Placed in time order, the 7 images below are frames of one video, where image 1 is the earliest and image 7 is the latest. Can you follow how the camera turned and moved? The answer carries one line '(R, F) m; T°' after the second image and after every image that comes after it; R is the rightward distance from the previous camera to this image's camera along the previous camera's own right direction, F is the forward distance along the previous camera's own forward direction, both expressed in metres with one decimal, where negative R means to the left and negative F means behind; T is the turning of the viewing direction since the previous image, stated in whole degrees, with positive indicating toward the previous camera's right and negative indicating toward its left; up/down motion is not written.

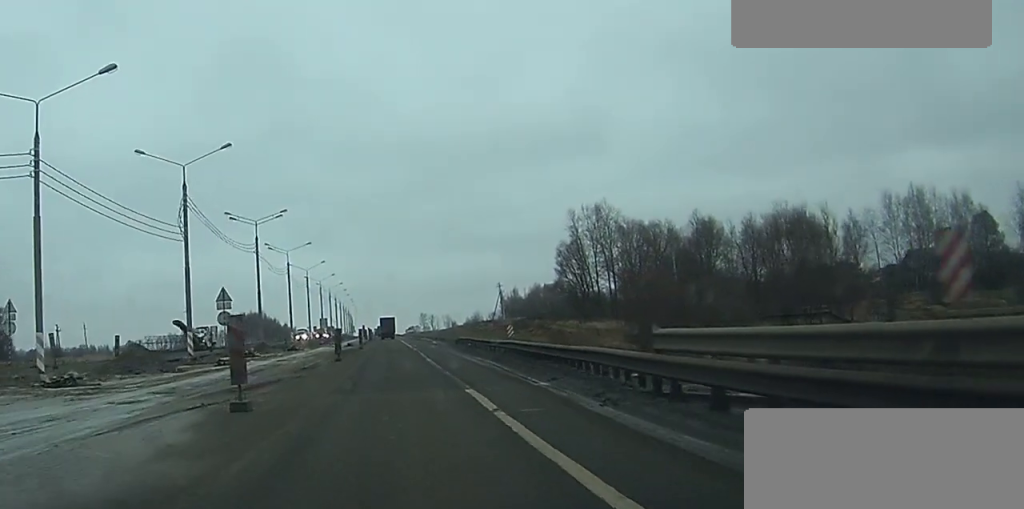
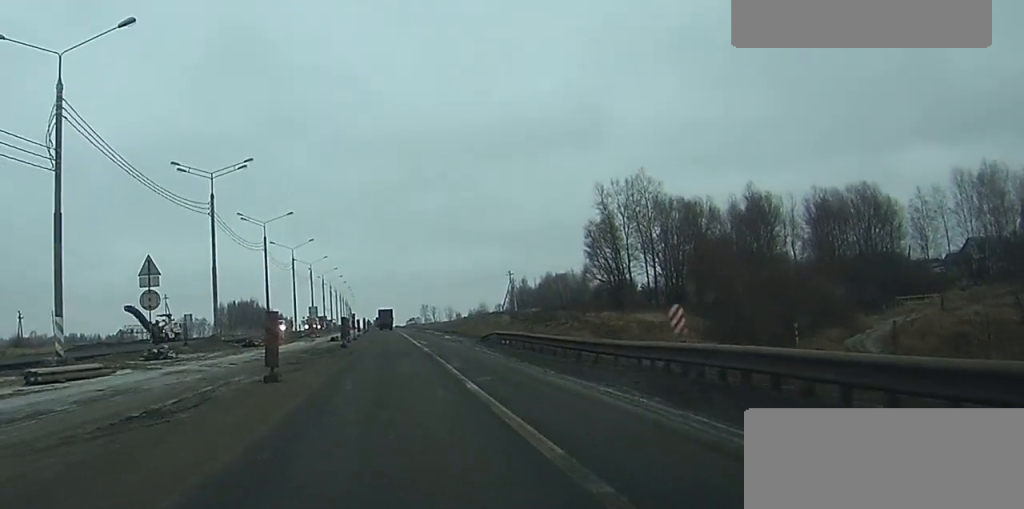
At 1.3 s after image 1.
(0.0, +21.3) m; 0°
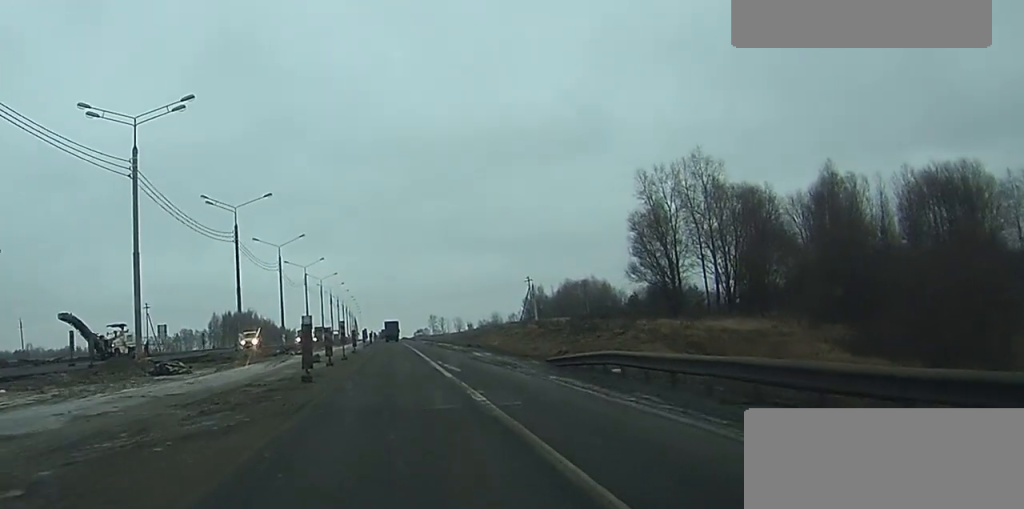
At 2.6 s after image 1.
(-0.1, +21.2) m; 0°
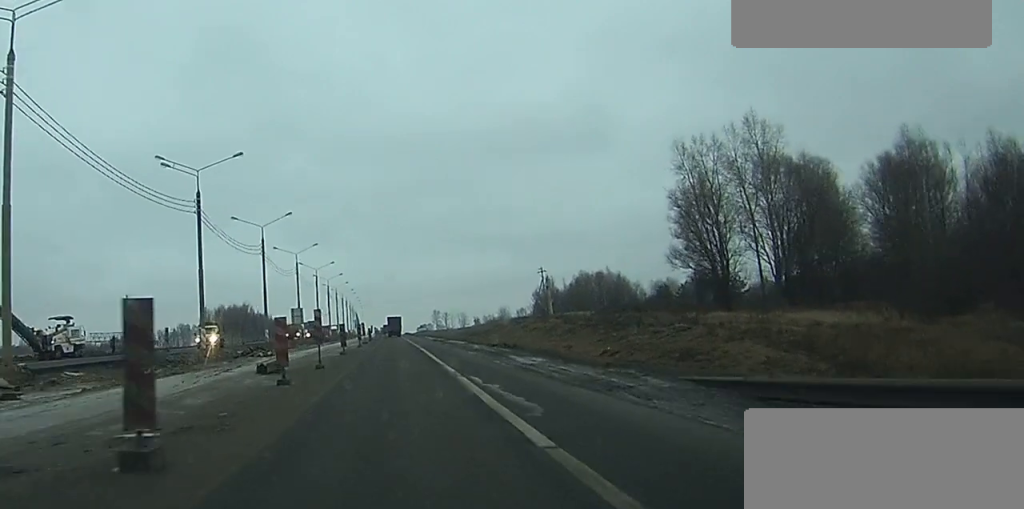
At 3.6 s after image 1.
(0.0, +15.5) m; 0°
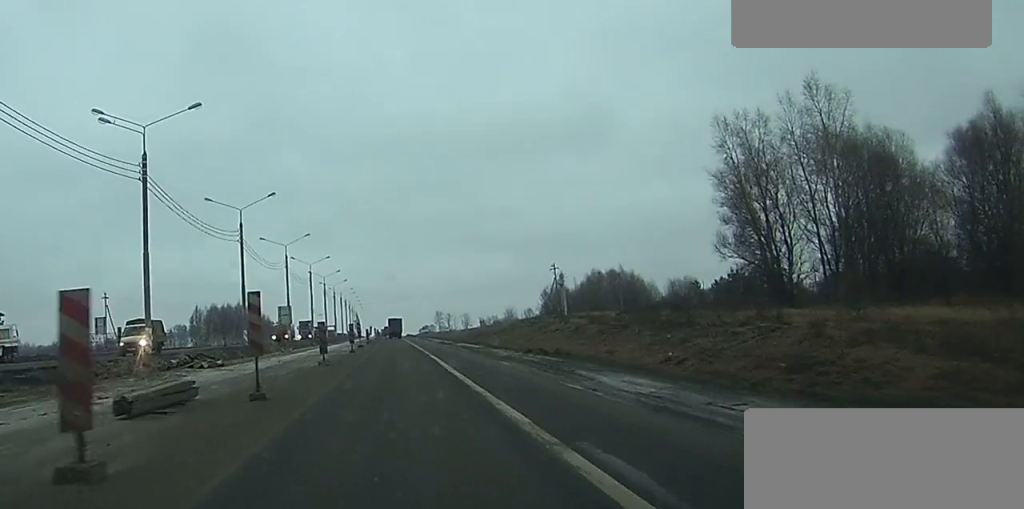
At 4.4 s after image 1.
(0.0, +13.5) m; 0°
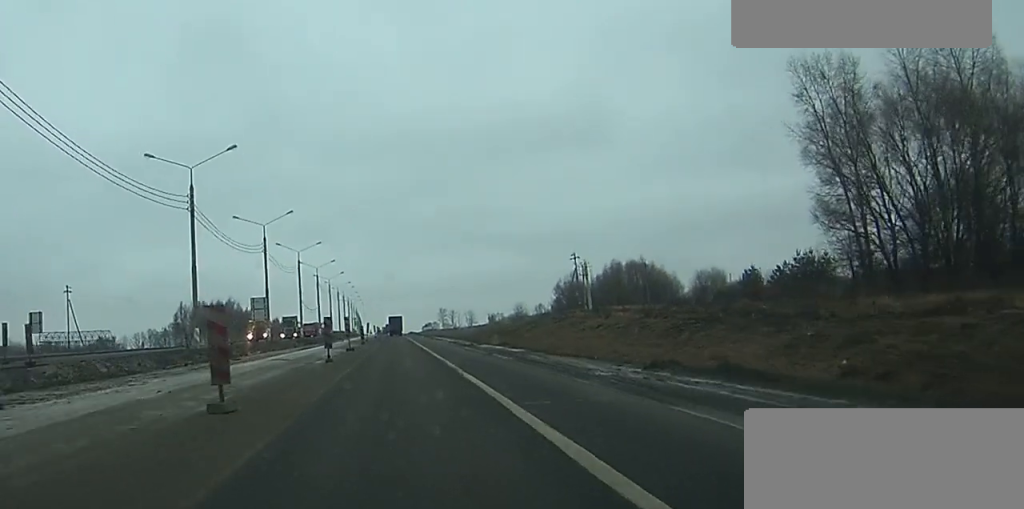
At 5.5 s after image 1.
(0.0, +19.4) m; 0°
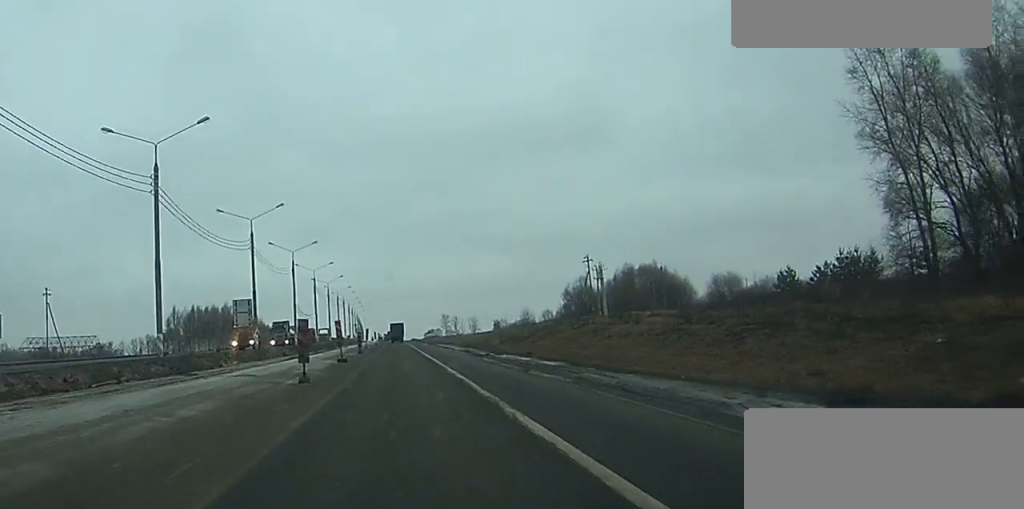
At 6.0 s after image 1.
(0.0, +9.2) m; 0°
